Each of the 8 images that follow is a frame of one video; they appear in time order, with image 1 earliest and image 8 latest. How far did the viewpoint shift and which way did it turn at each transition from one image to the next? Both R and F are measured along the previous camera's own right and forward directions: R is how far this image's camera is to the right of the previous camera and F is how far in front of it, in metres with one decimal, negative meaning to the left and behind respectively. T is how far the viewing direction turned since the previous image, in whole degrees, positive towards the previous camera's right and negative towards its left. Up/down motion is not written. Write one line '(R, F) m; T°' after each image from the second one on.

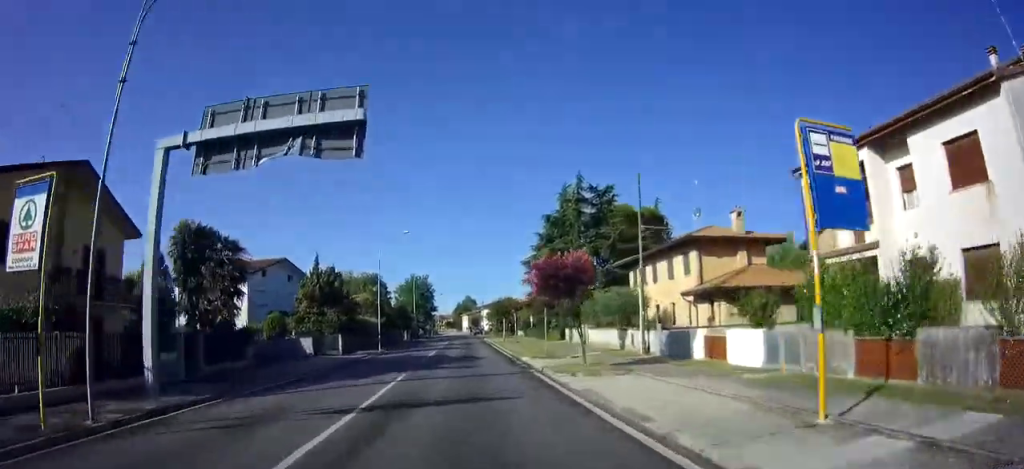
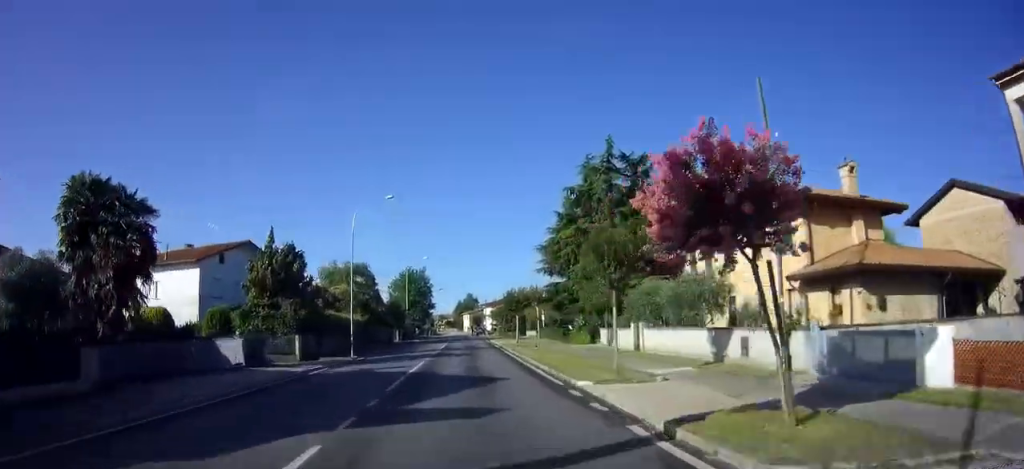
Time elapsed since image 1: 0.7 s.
(-0.1, +10.4) m; 0°
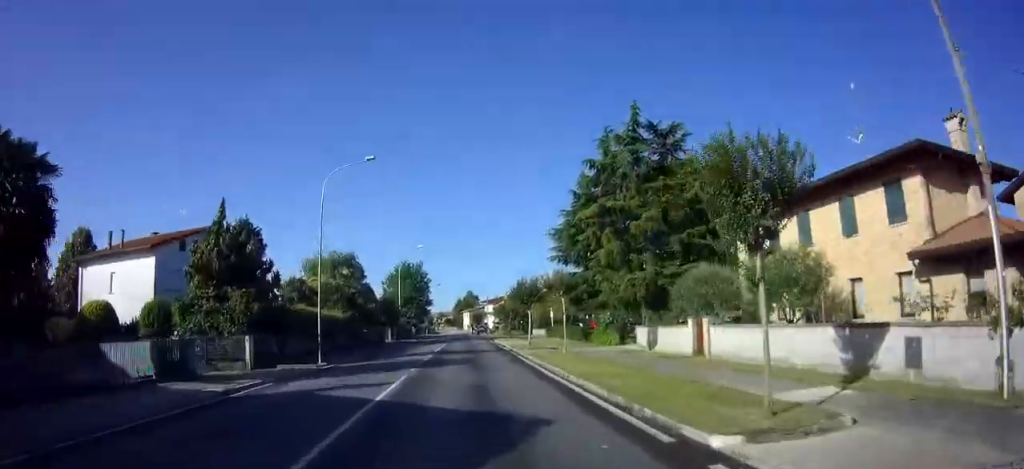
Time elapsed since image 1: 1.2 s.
(0.0, +6.7) m; 0°
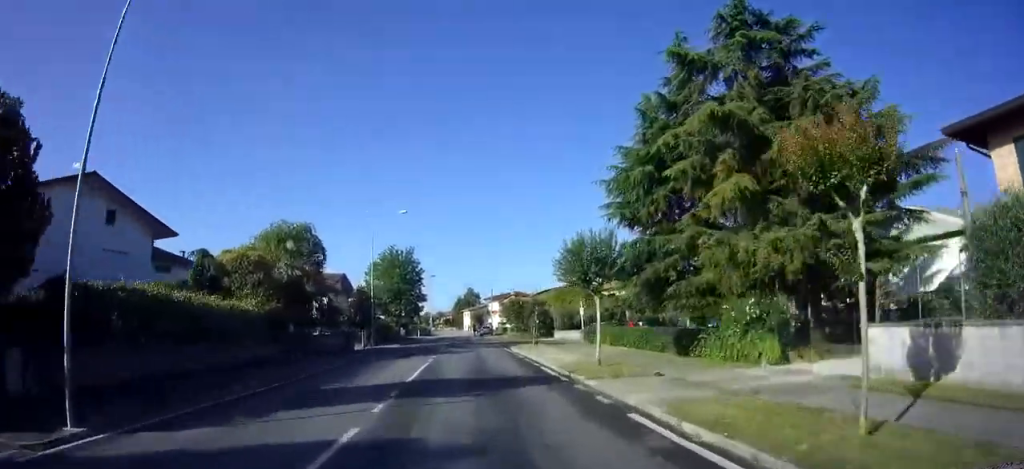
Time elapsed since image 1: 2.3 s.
(0.0, +16.0) m; 0°
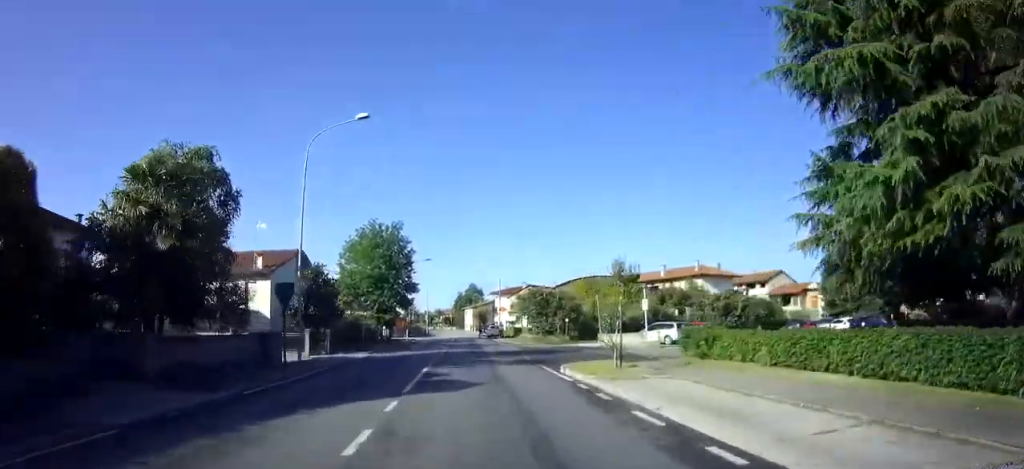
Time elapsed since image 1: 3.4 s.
(+0.1, +16.3) m; 0°
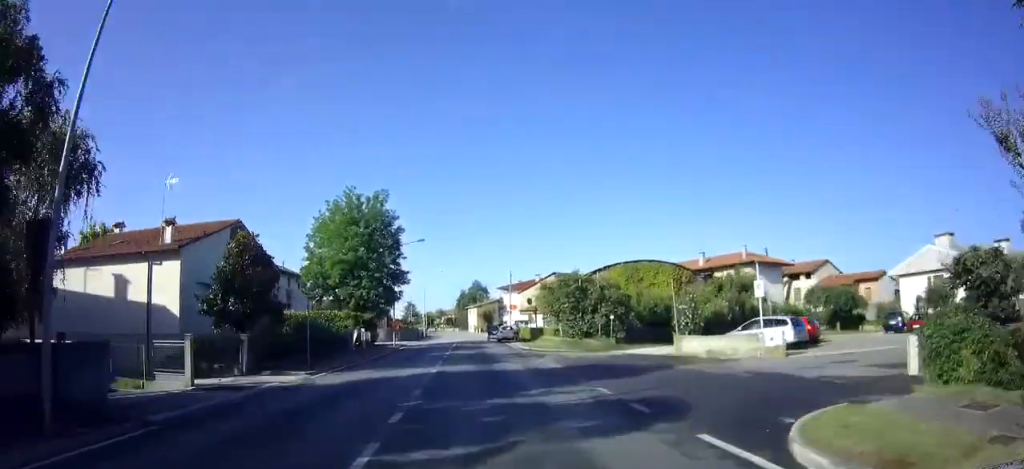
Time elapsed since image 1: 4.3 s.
(0.0, +12.5) m; 0°
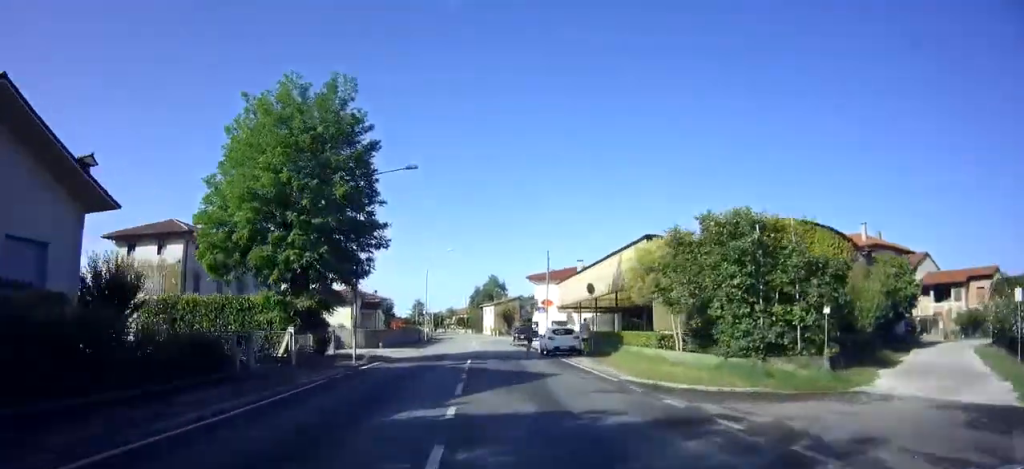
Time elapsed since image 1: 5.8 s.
(-0.2, +19.4) m; -1°
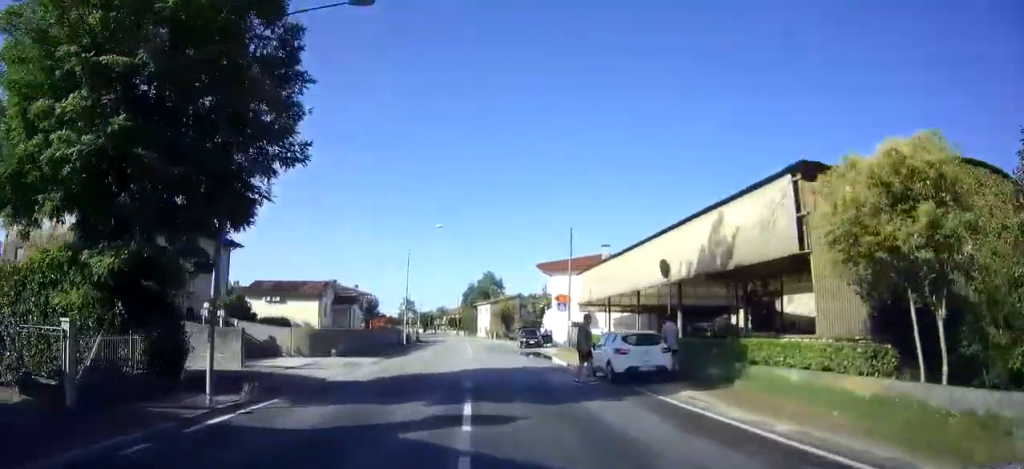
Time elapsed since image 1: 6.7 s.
(-0.1, +12.1) m; 0°
